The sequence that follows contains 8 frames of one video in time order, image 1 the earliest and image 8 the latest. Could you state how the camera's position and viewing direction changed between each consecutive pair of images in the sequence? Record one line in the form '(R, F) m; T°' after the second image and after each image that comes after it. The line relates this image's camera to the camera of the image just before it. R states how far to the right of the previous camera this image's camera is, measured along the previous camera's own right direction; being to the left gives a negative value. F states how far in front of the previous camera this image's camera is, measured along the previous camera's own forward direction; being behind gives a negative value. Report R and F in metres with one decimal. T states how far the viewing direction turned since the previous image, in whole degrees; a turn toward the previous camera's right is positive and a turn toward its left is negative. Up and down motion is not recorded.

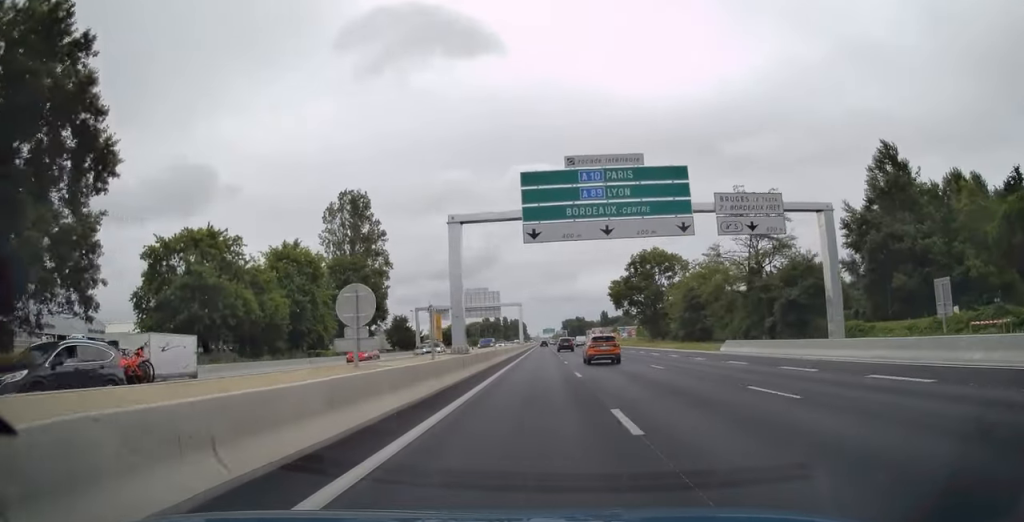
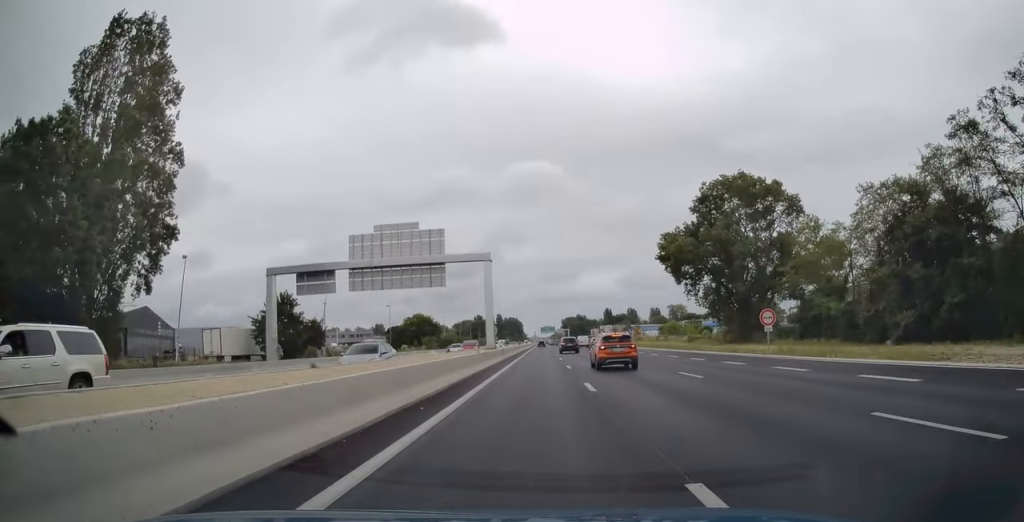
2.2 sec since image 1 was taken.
(0.0, +58.2) m; 0°
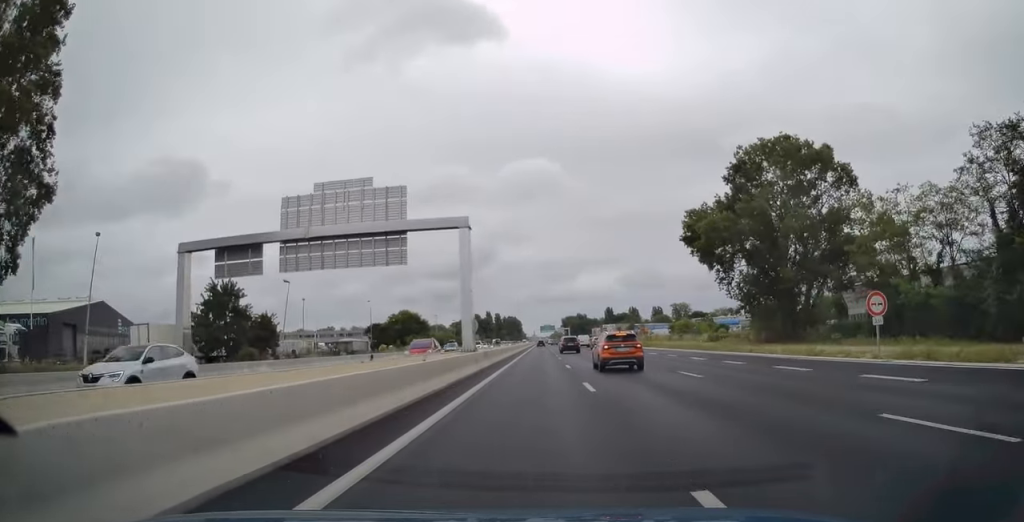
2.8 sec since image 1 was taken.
(0.0, +13.4) m; 0°
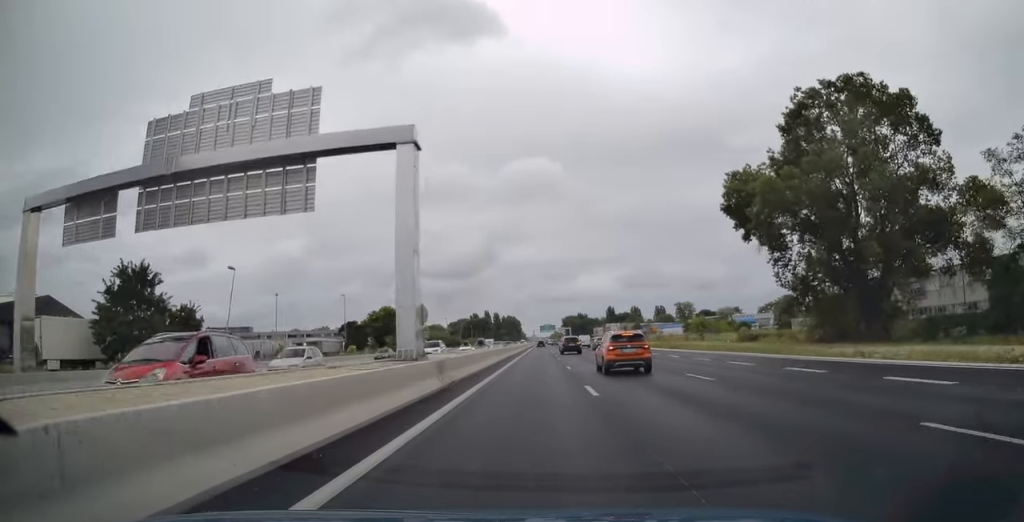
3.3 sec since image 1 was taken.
(0.0, +14.2) m; 0°
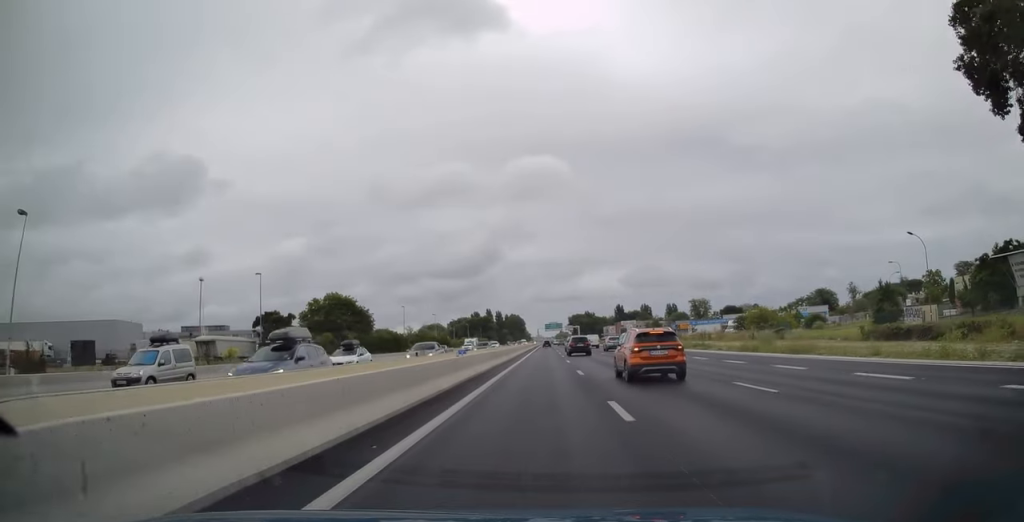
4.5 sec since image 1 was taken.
(0.0, +30.6) m; -1°
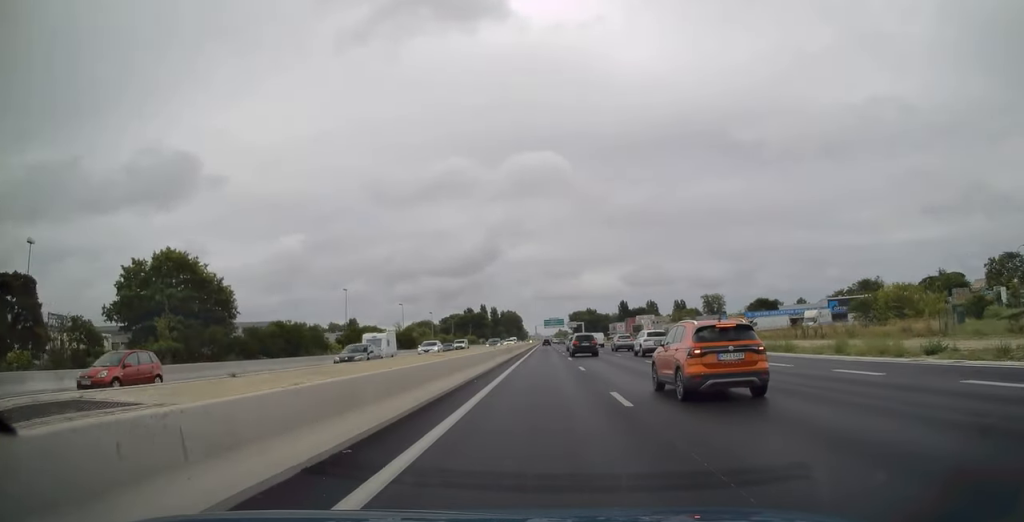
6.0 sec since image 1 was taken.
(-0.3, +37.5) m; 0°
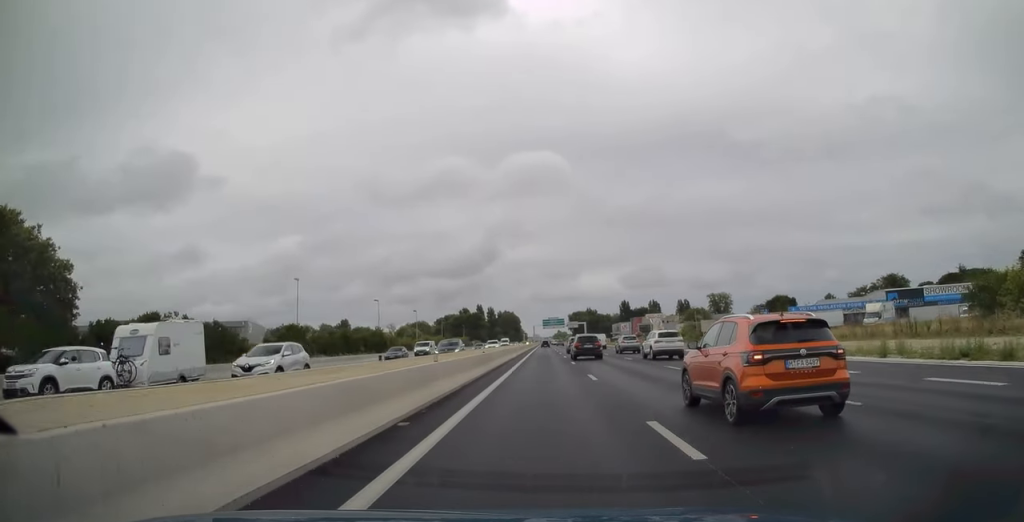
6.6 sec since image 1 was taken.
(+0.2, +18.1) m; +1°
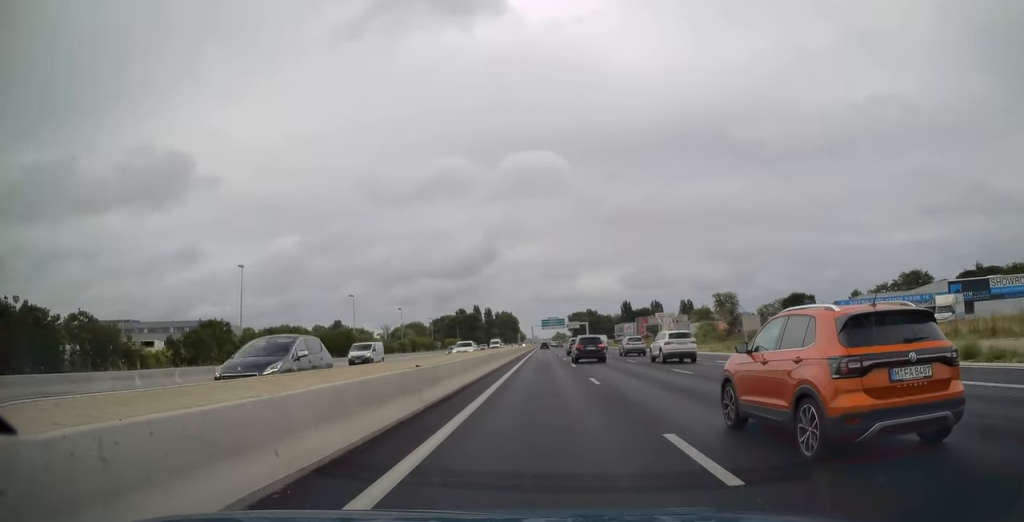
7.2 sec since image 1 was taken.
(0.0, +14.3) m; 0°
